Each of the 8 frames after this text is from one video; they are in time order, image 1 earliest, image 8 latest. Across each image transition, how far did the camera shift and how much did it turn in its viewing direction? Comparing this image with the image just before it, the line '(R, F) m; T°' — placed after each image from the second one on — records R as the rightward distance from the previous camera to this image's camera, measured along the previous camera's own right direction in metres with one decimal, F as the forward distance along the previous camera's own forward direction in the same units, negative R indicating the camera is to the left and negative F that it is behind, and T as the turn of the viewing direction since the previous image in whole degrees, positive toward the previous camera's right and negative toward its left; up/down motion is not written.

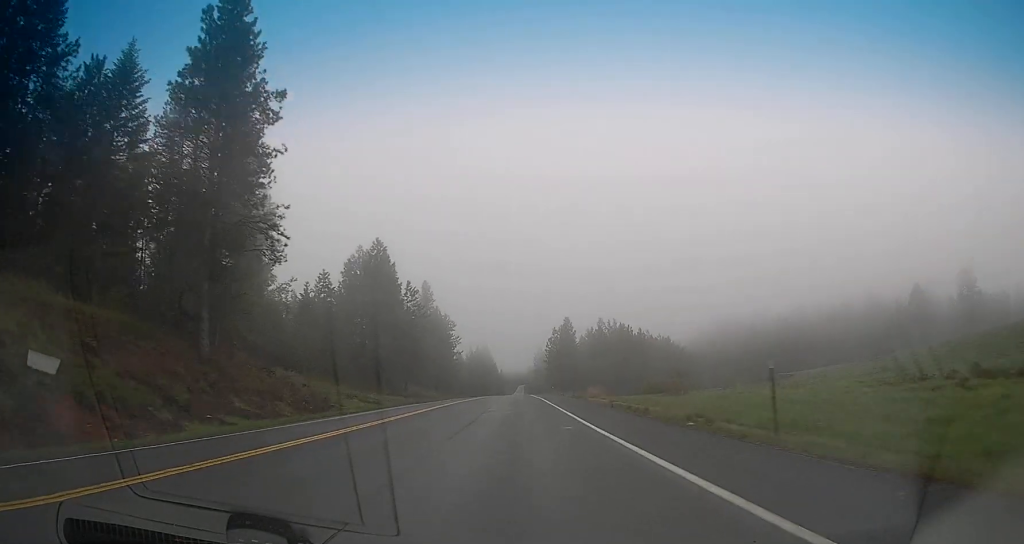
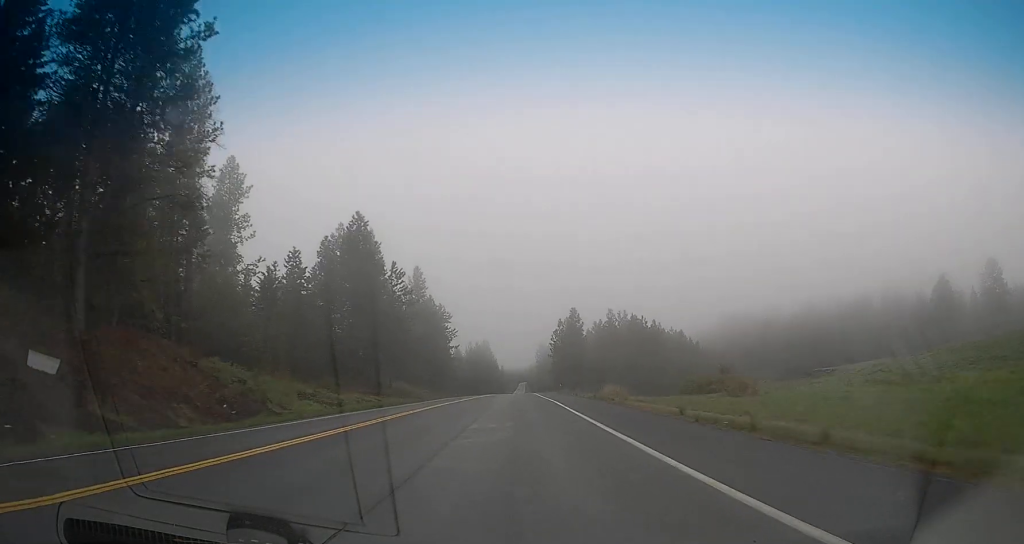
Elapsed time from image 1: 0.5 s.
(-0.3, +14.7) m; 0°
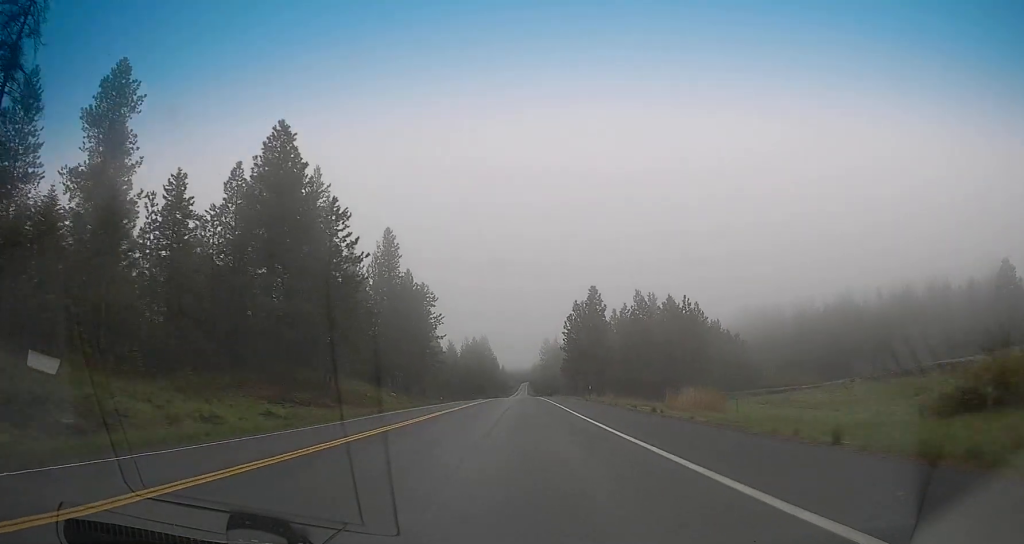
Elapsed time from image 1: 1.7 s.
(+0.3, +32.8) m; 0°
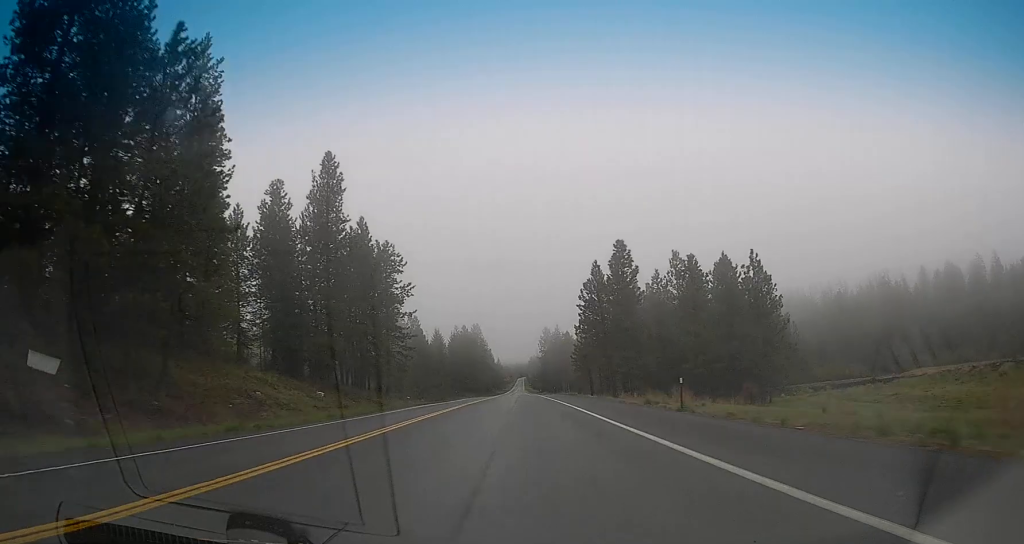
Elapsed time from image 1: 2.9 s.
(-0.5, +31.7) m; 0°
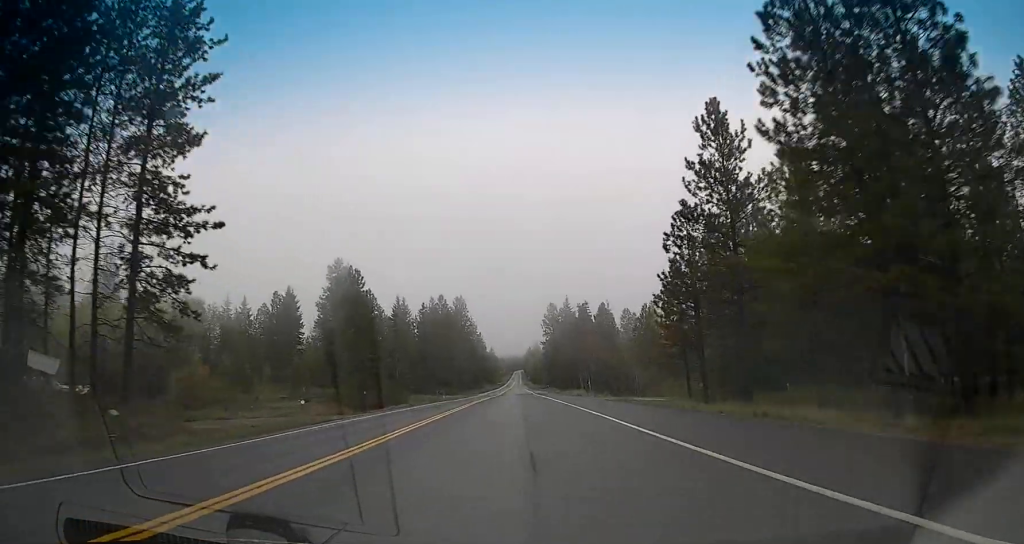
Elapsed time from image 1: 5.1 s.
(+0.1, +60.6) m; 0°
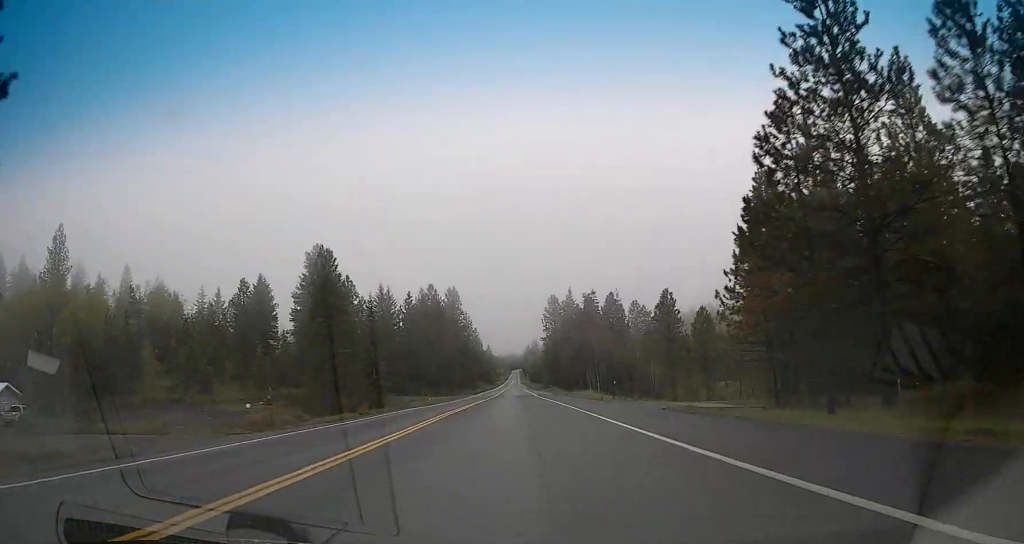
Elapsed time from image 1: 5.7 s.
(+0.2, +16.3) m; +1°
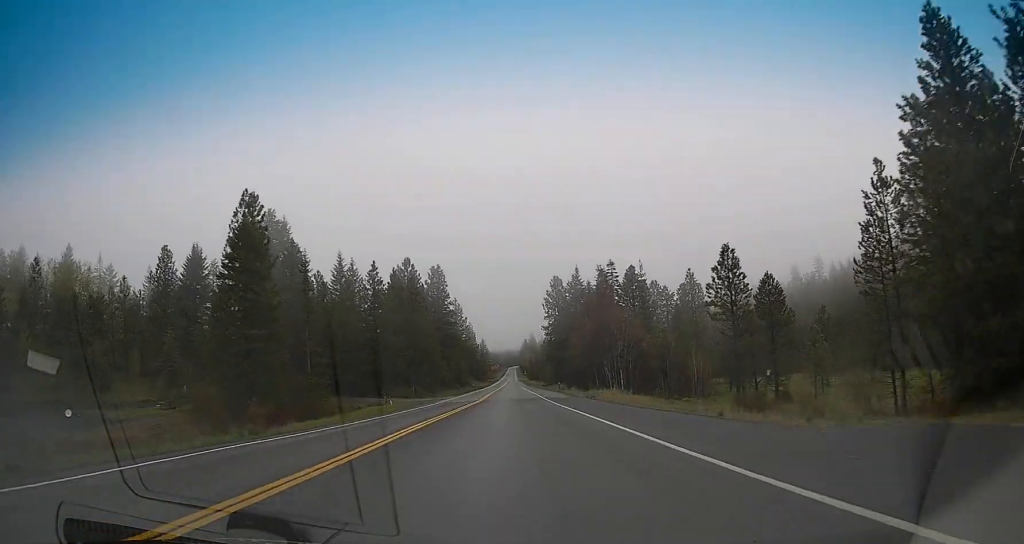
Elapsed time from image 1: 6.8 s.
(+0.1, +28.0) m; +1°
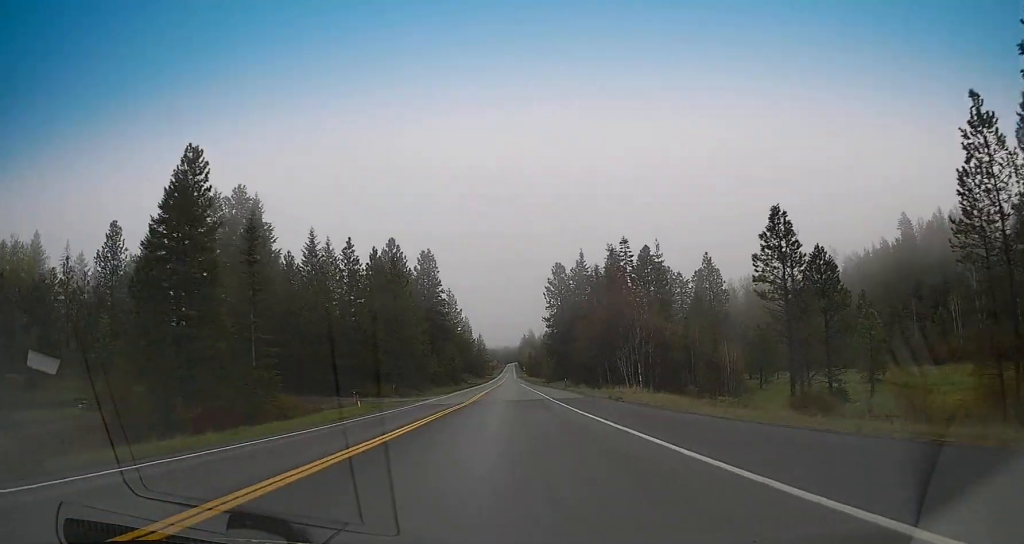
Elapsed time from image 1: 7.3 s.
(+0.1, +13.5) m; 0°
